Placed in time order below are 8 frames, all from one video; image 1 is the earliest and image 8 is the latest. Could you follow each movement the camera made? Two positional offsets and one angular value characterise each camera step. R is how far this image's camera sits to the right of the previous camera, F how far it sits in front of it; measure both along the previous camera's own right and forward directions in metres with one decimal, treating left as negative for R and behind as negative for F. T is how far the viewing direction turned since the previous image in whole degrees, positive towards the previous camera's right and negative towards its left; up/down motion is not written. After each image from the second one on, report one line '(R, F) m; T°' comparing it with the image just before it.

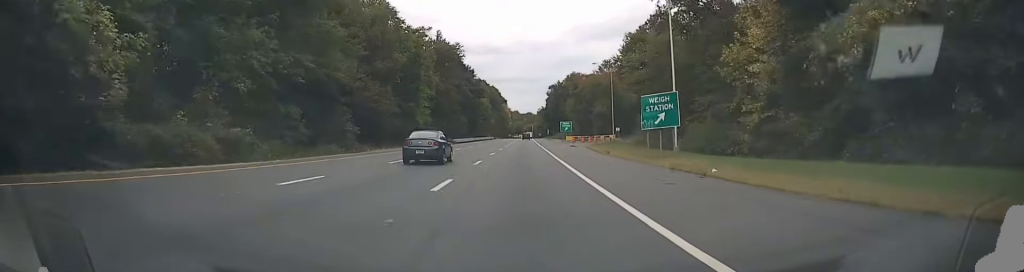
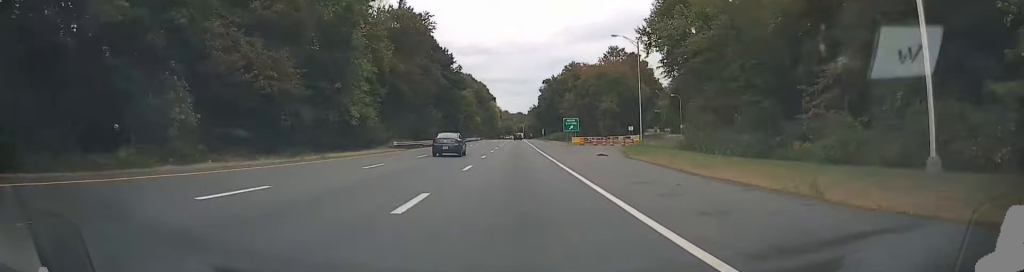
(+0.4, +28.7) m; +1°
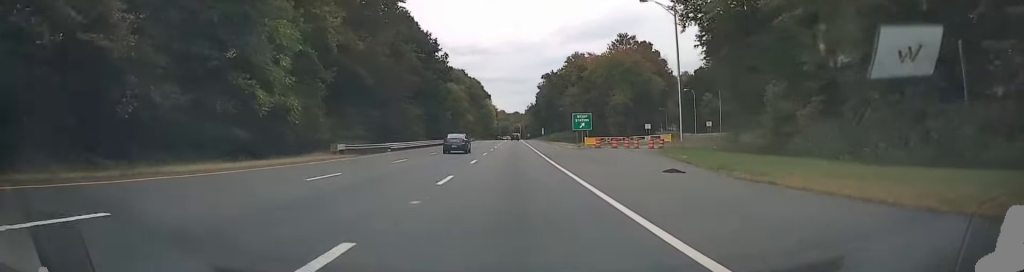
(+0.1, +17.9) m; 0°
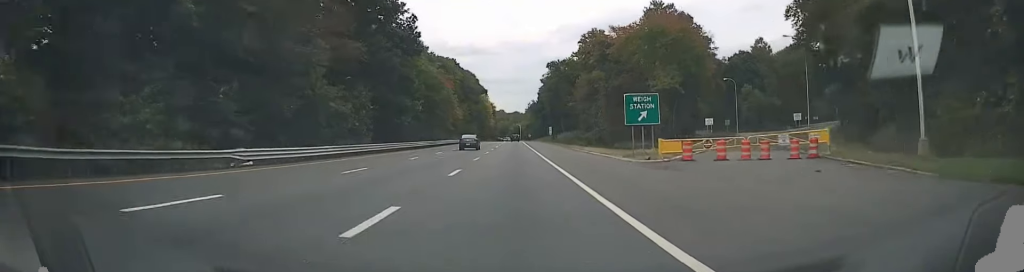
(+0.1, +32.4) m; +1°
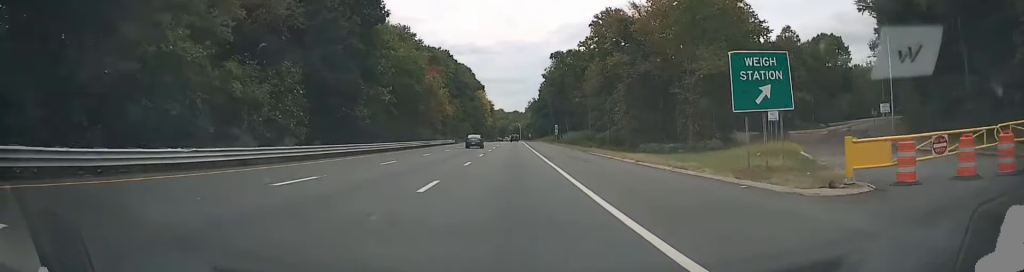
(+0.1, +18.6) m; 0°
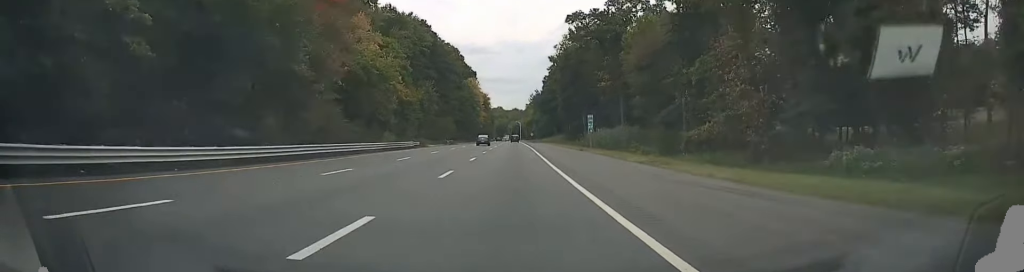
(+0.1, +45.5) m; 0°
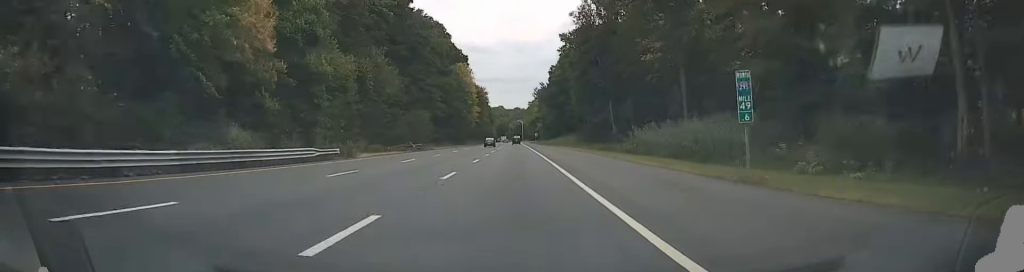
(0.0, +33.0) m; 0°
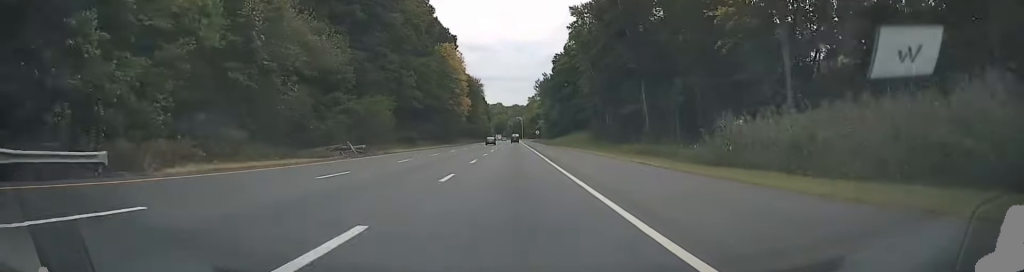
(-0.1, +24.1) m; 0°
